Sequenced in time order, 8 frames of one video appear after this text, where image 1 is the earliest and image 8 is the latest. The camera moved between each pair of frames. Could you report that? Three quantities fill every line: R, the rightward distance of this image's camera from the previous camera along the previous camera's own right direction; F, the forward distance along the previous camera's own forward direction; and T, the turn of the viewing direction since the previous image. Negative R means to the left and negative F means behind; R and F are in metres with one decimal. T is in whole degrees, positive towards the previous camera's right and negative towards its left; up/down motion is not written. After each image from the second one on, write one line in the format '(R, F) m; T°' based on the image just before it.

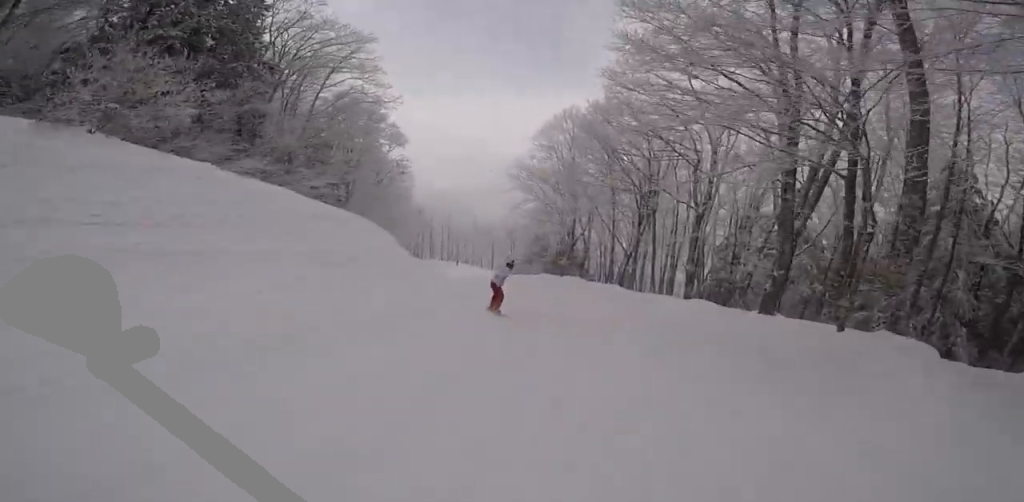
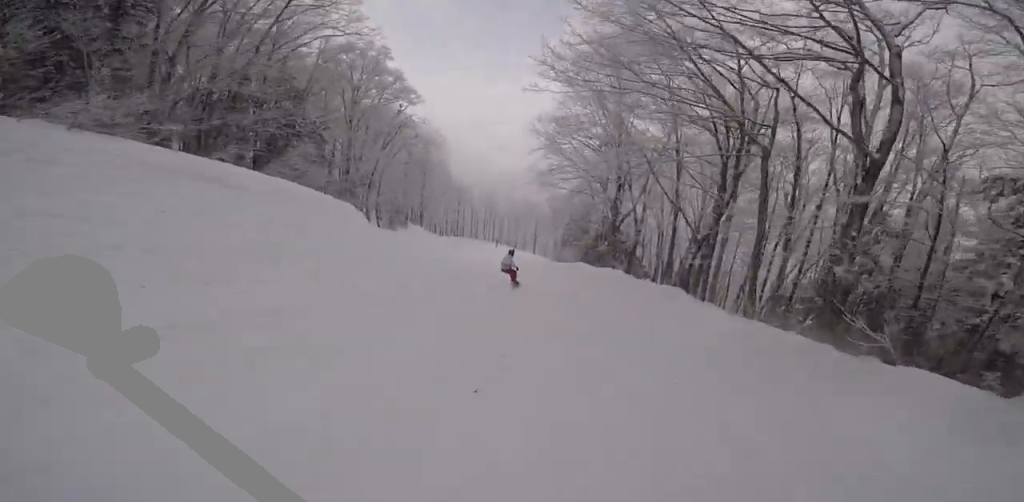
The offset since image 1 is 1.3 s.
(-0.4, +9.2) m; -16°
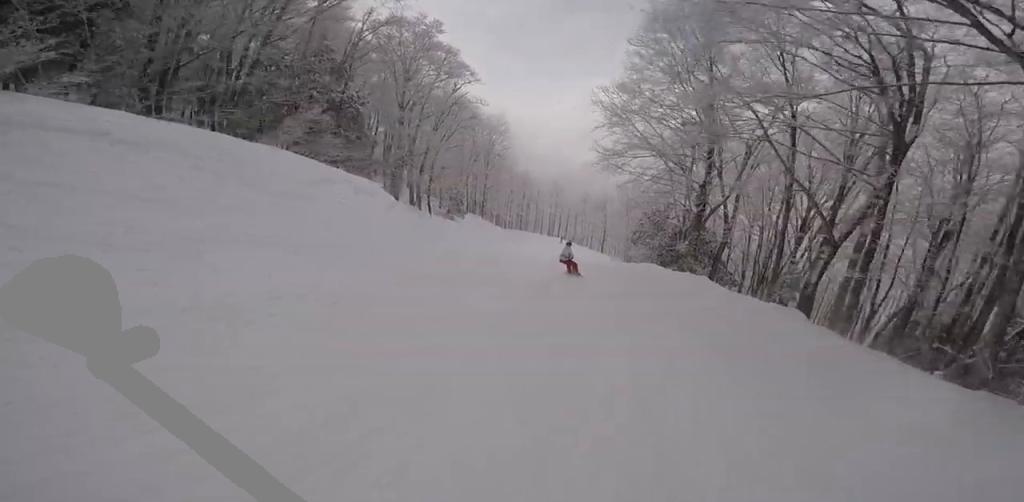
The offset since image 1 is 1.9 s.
(-0.3, +4.2) m; -12°
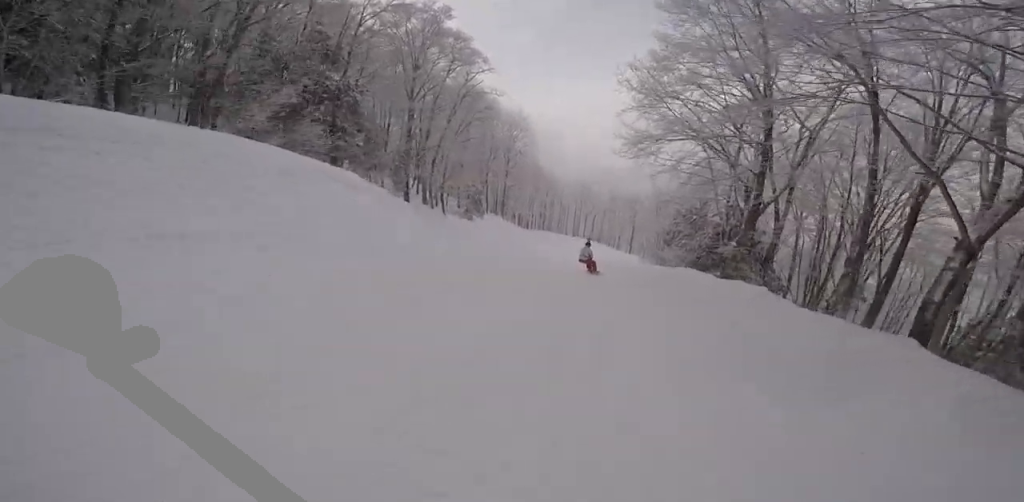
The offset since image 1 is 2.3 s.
(-0.6, +3.1) m; -8°
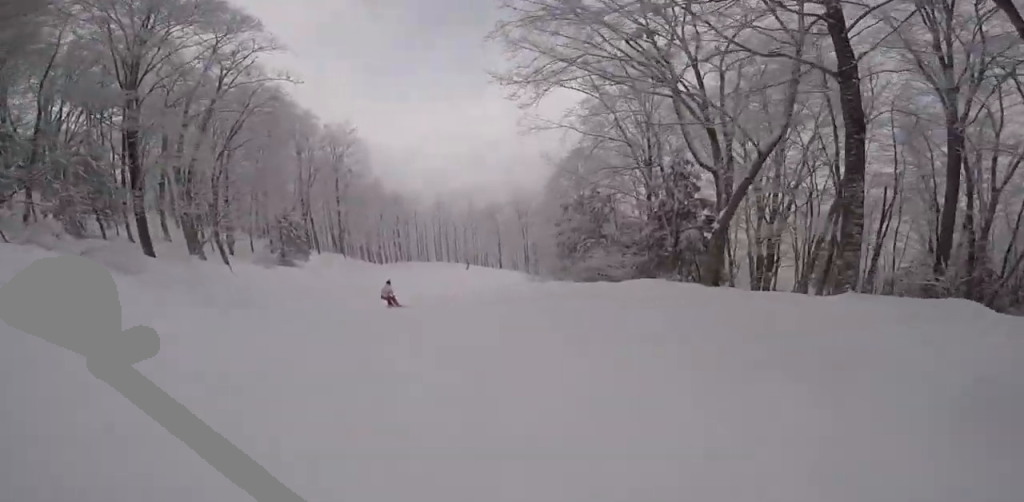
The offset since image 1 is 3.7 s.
(-1.8, +10.5) m; 0°
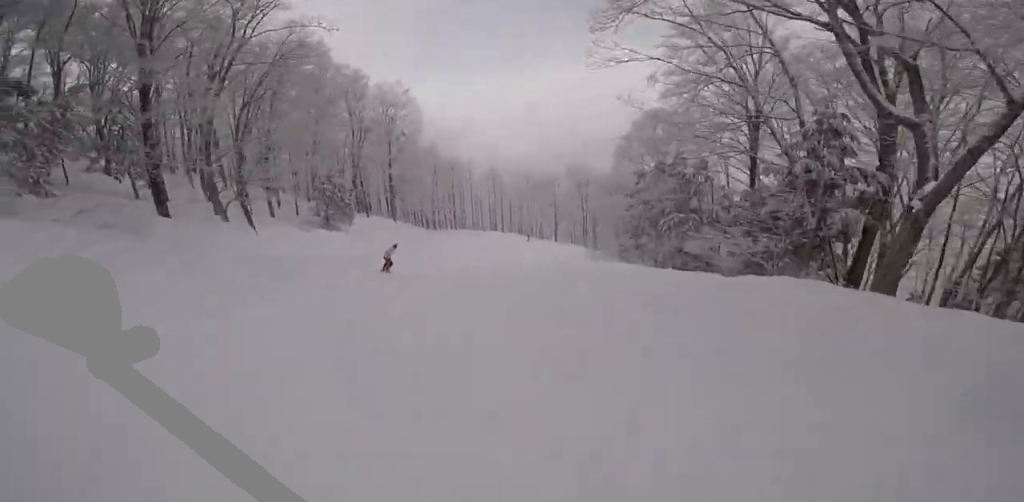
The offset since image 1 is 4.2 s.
(+0.9, +3.8) m; -3°
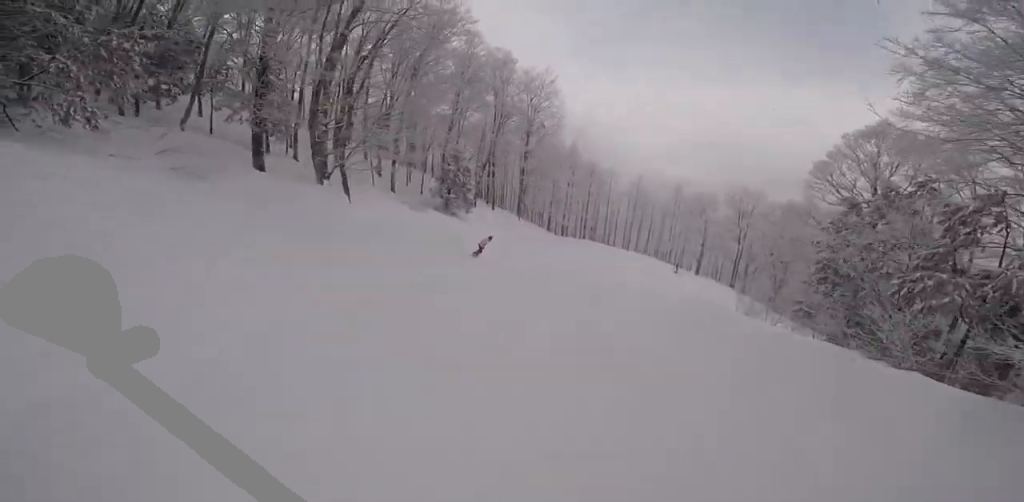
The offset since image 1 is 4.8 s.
(+0.4, +4.6) m; -7°
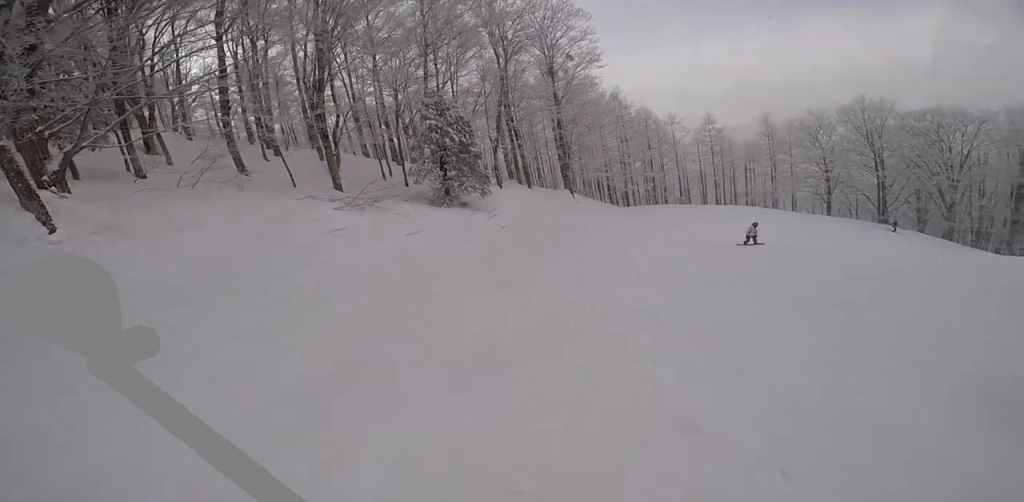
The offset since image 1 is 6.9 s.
(-3.4, +13.9) m; +3°
